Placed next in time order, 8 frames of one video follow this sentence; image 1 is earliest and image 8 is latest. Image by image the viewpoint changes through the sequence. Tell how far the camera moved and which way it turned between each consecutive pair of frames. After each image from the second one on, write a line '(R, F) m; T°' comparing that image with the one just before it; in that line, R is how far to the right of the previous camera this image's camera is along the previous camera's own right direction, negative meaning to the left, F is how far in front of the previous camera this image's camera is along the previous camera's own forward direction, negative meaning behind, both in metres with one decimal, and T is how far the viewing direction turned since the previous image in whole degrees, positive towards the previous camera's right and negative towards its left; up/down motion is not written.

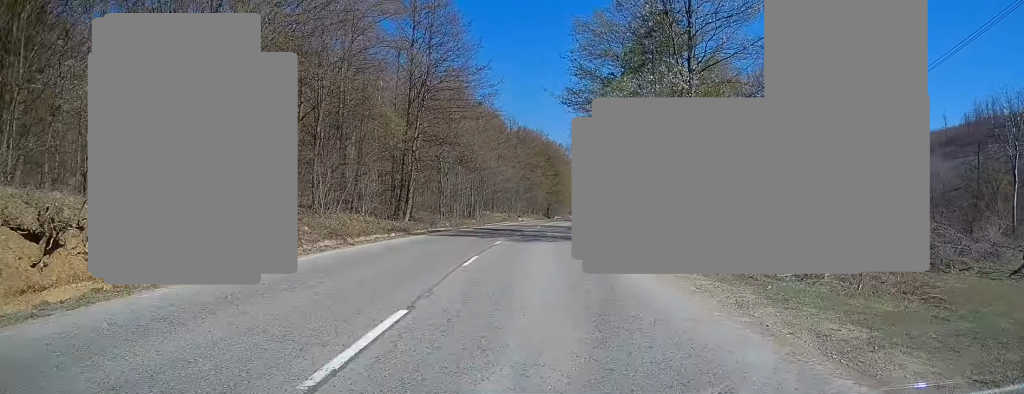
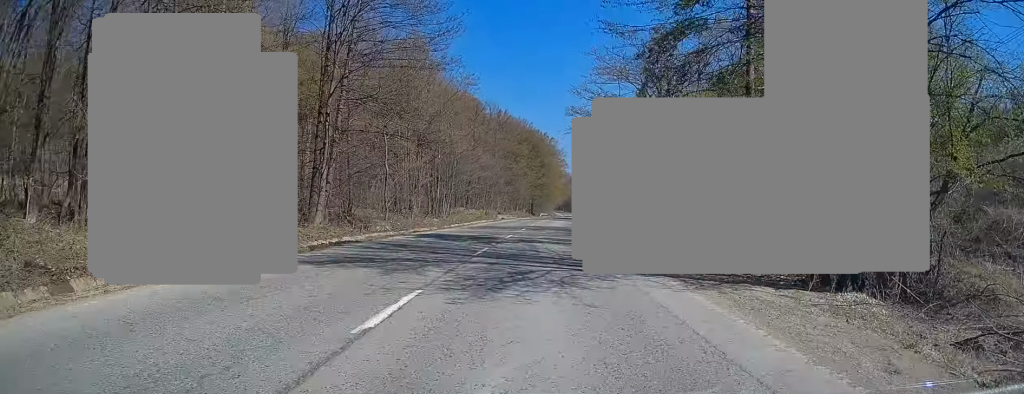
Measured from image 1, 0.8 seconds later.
(+0.2, +16.3) m; +2°
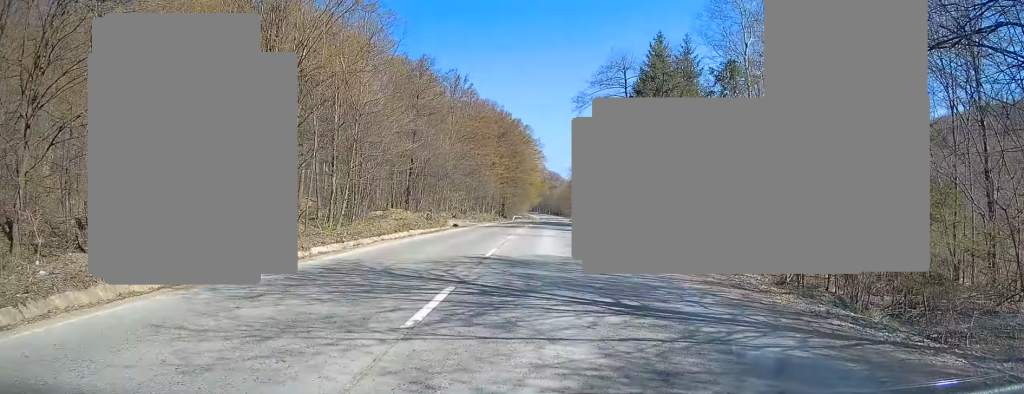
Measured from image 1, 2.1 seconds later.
(+0.7, +26.8) m; +2°
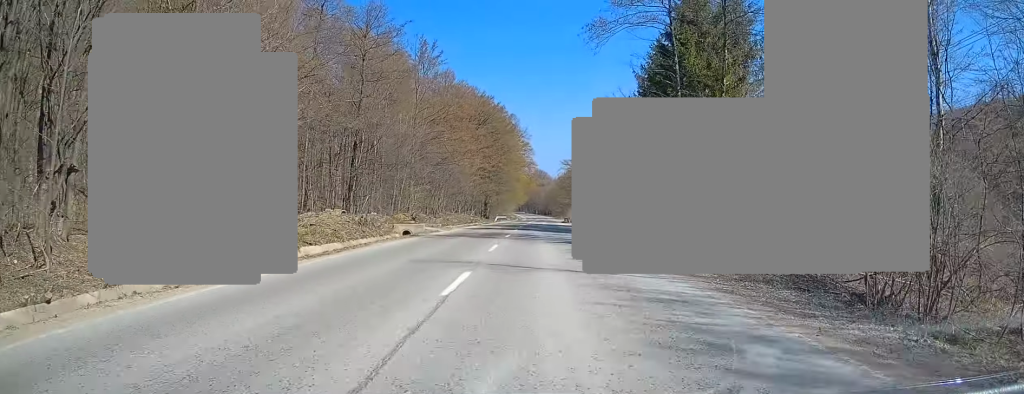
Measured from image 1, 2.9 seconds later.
(+0.1, +16.0) m; +1°
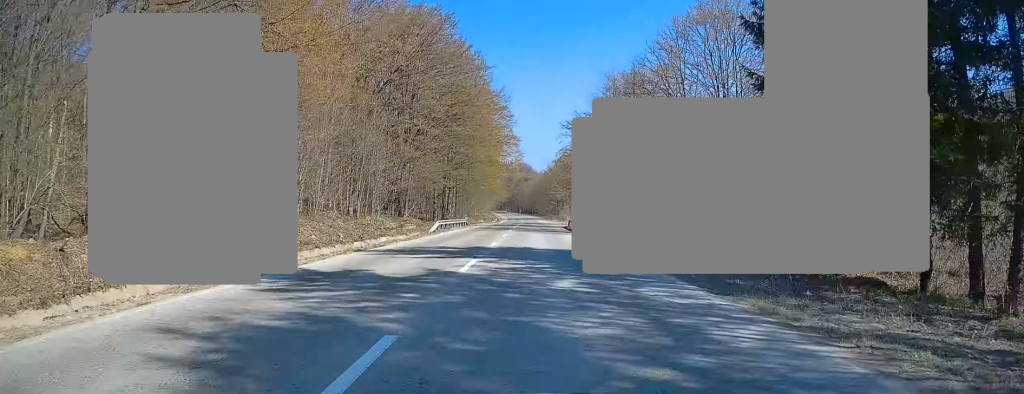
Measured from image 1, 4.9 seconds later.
(+0.5, +42.3) m; +1°
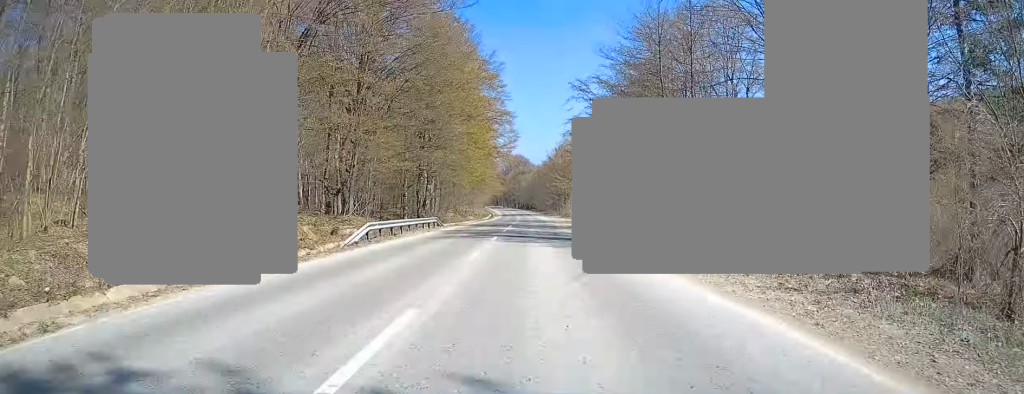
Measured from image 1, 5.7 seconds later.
(0.0, +17.1) m; 0°
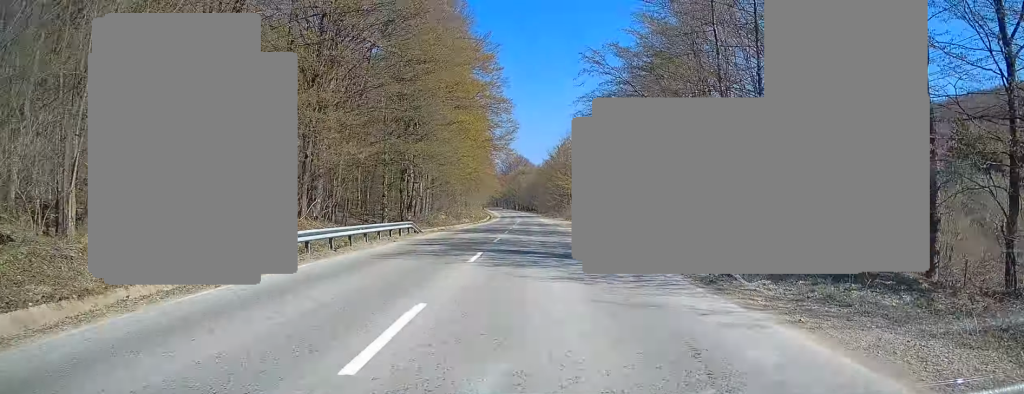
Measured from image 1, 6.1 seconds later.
(+0.1, +8.6) m; 0°
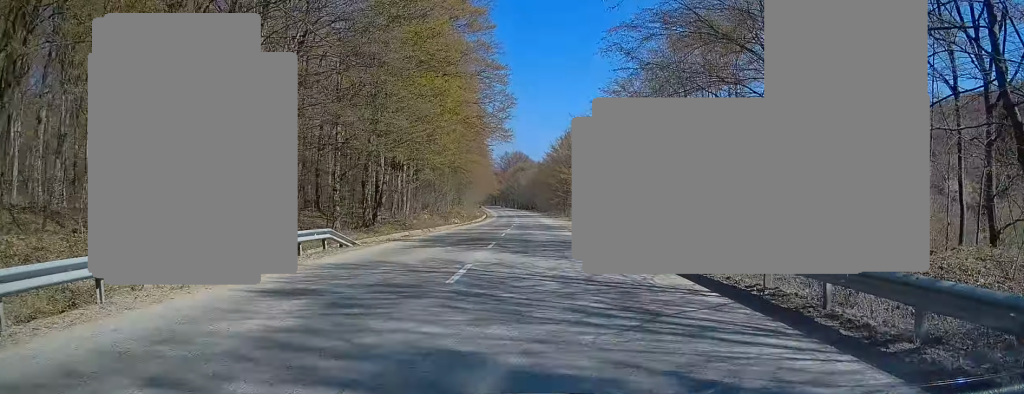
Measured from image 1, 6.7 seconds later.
(0.0, +12.9) m; 0°
